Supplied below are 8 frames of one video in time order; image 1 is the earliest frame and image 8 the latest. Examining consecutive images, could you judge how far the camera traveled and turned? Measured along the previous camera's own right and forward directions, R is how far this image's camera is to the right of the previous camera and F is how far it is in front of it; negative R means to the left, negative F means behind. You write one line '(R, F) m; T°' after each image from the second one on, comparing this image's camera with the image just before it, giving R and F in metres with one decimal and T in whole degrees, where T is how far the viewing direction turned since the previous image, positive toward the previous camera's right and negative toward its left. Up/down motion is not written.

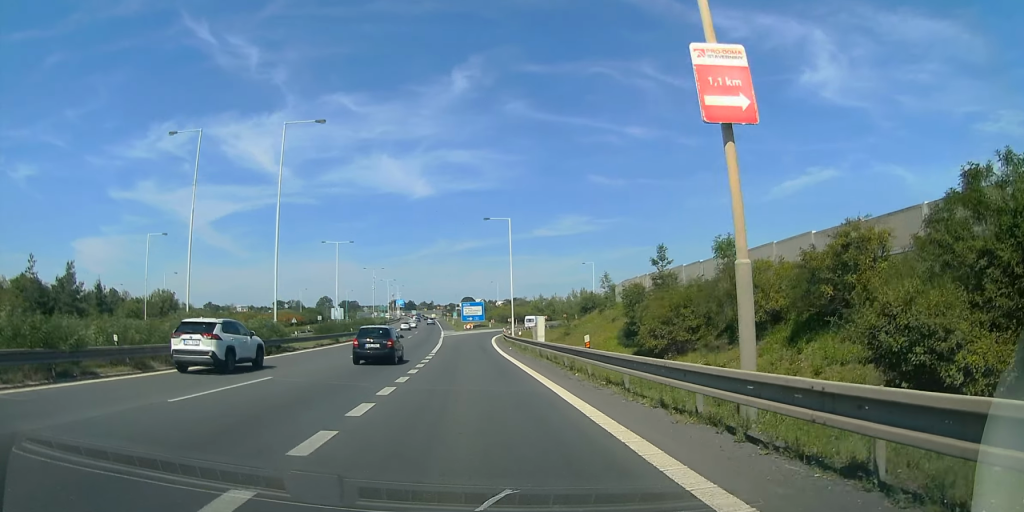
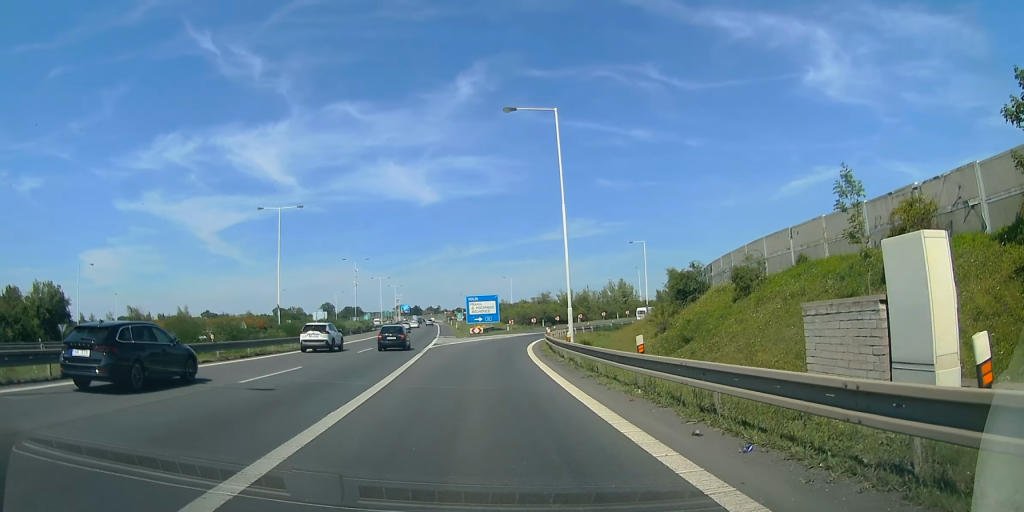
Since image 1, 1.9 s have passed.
(-0.1, +32.7) m; 0°
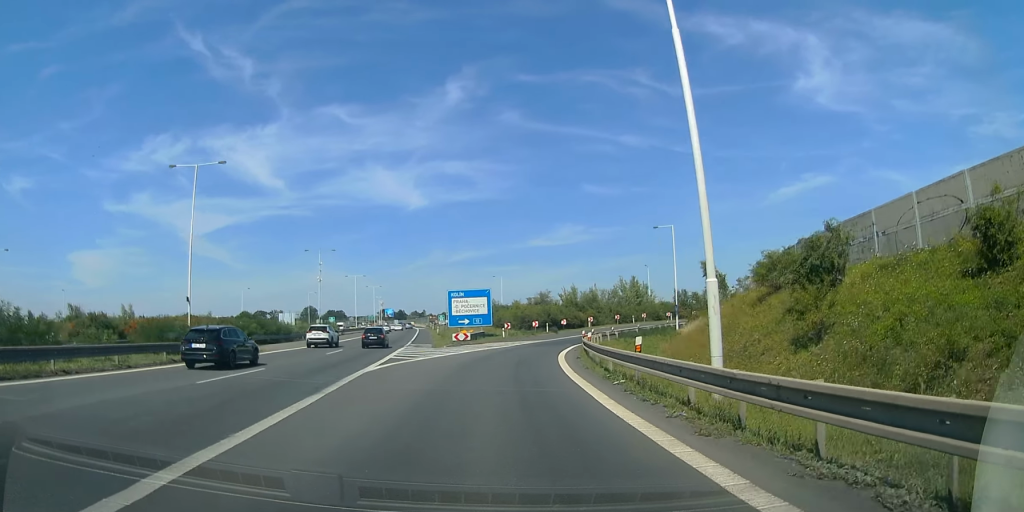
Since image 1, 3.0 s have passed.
(+0.2, +18.5) m; +4°
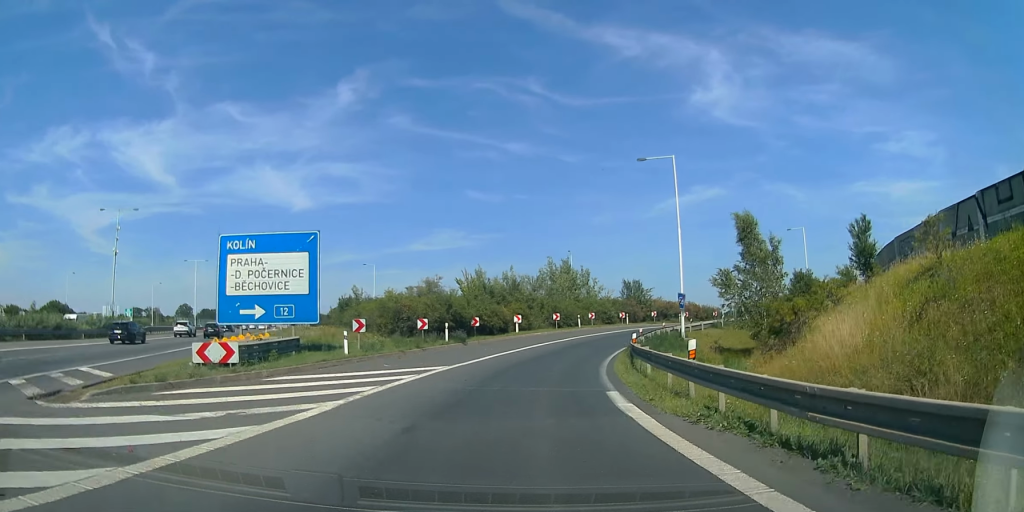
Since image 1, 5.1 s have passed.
(+3.4, +32.6) m; +12°
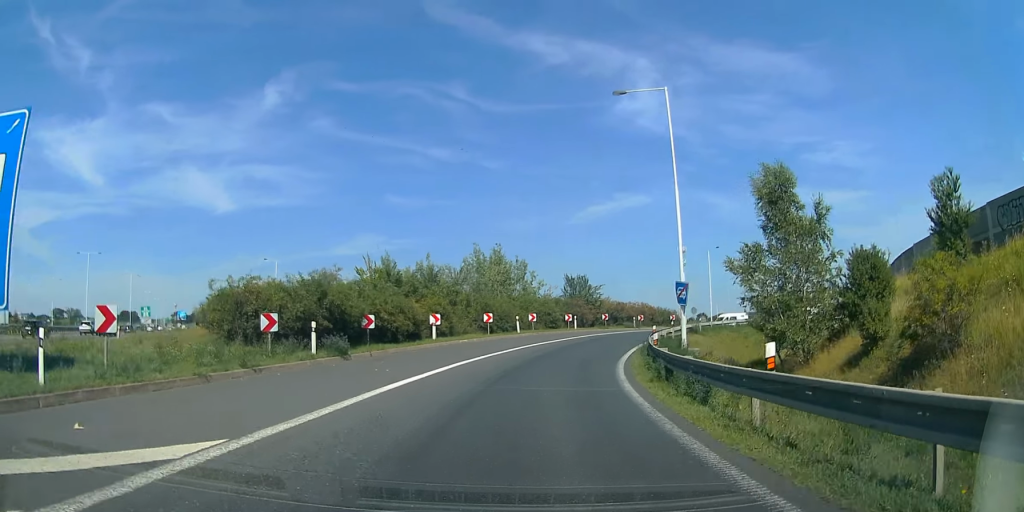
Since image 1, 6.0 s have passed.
(+0.6, +13.3) m; +7°
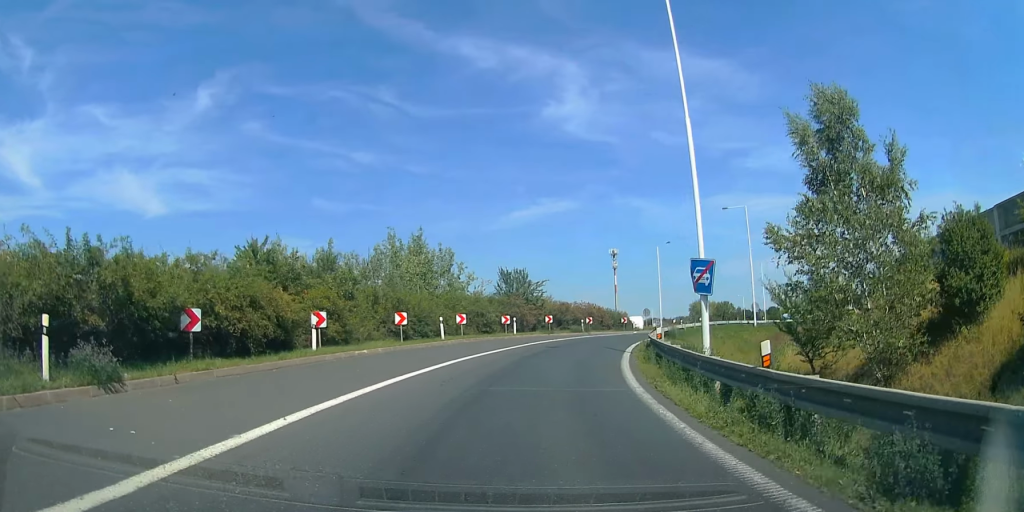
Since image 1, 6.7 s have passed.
(+0.4, +9.8) m; +8°
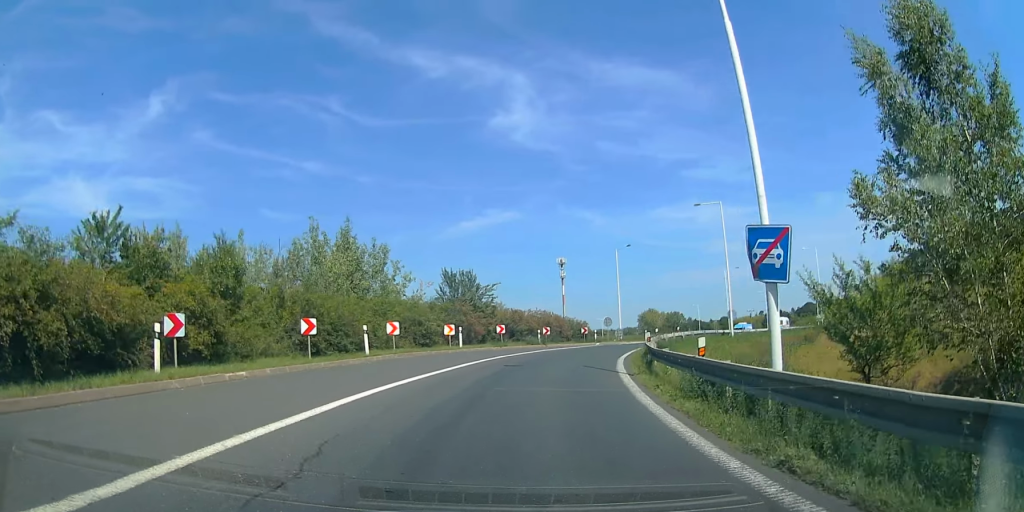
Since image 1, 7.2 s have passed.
(+0.5, +6.7) m; +7°
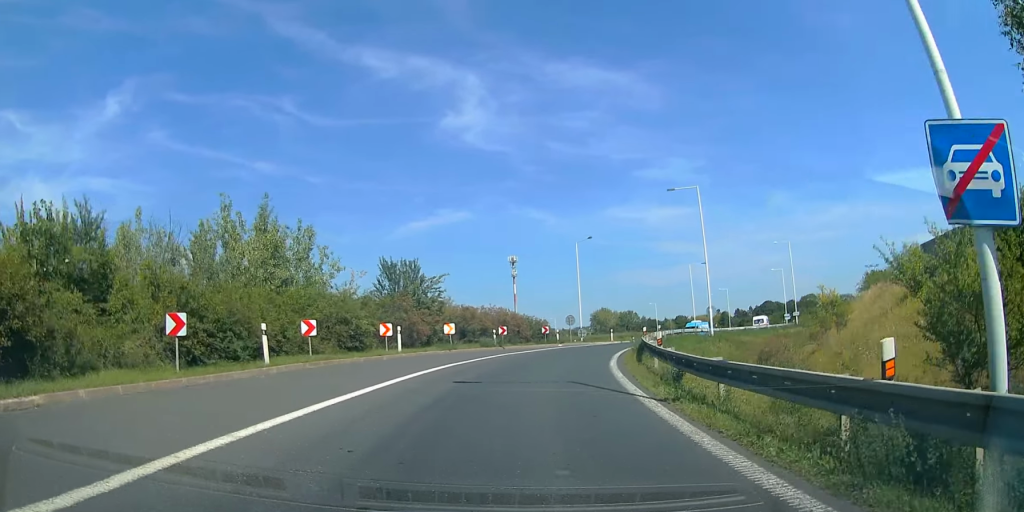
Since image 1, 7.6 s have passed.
(+0.4, +6.1) m; +7°
